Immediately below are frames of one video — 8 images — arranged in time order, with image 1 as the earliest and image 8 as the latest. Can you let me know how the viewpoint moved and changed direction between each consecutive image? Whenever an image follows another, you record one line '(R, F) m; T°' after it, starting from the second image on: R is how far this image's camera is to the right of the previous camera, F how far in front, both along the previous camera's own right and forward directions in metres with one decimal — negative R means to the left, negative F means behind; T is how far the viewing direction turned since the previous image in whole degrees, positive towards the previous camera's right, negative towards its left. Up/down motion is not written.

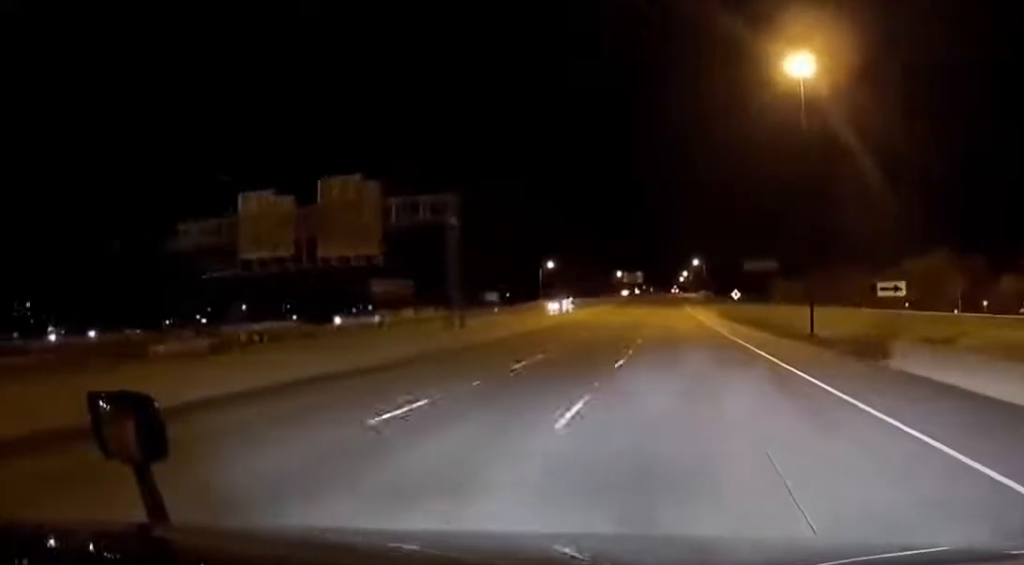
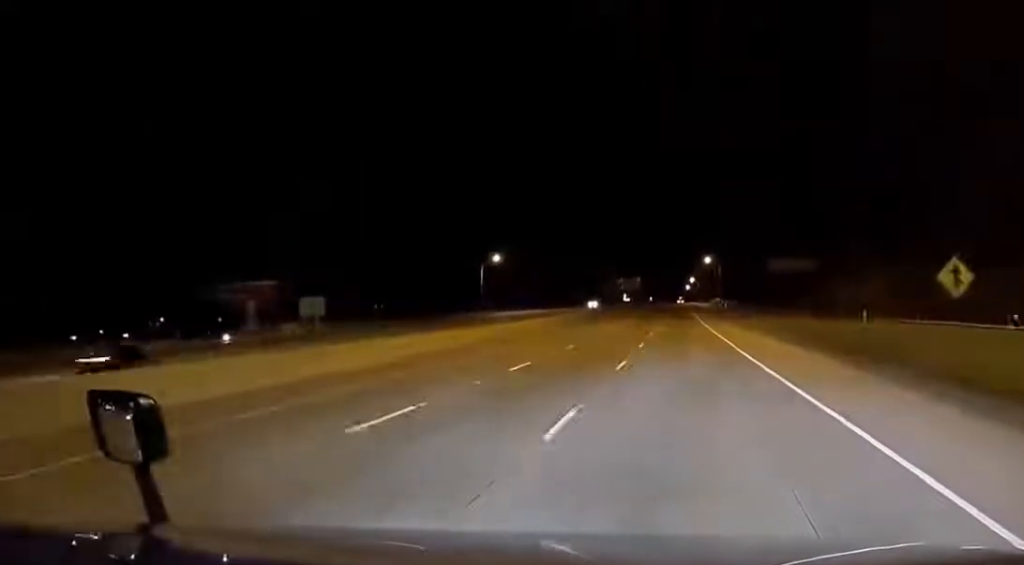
(+1.5, +74.6) m; +1°
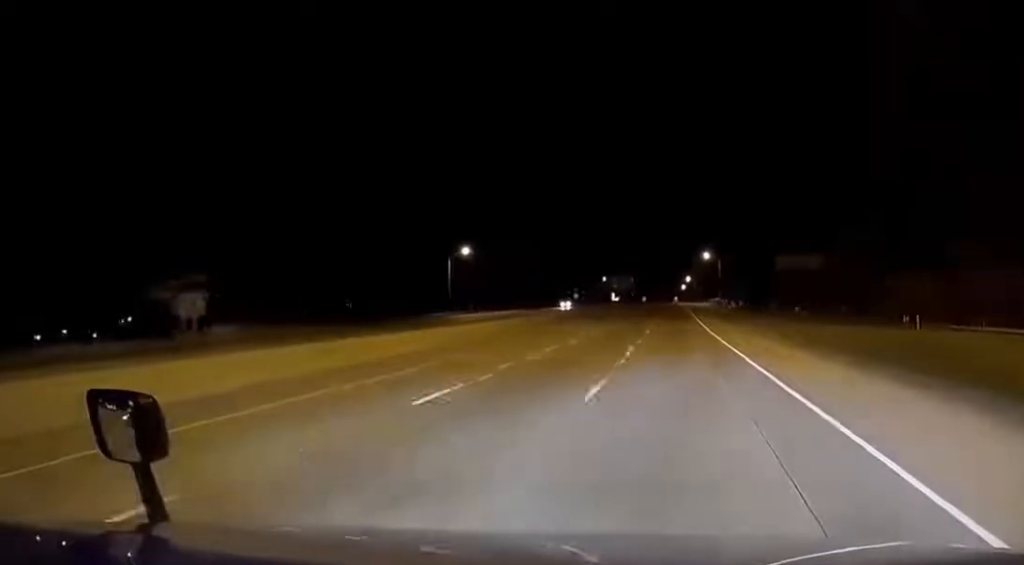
(-0.2, +20.3) m; -1°
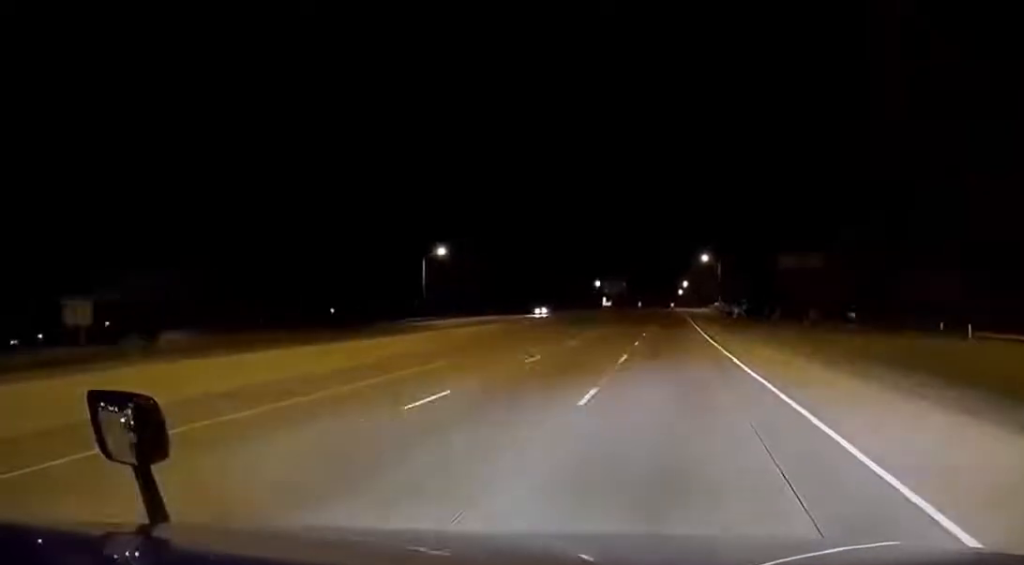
(-0.4, +12.7) m; 0°
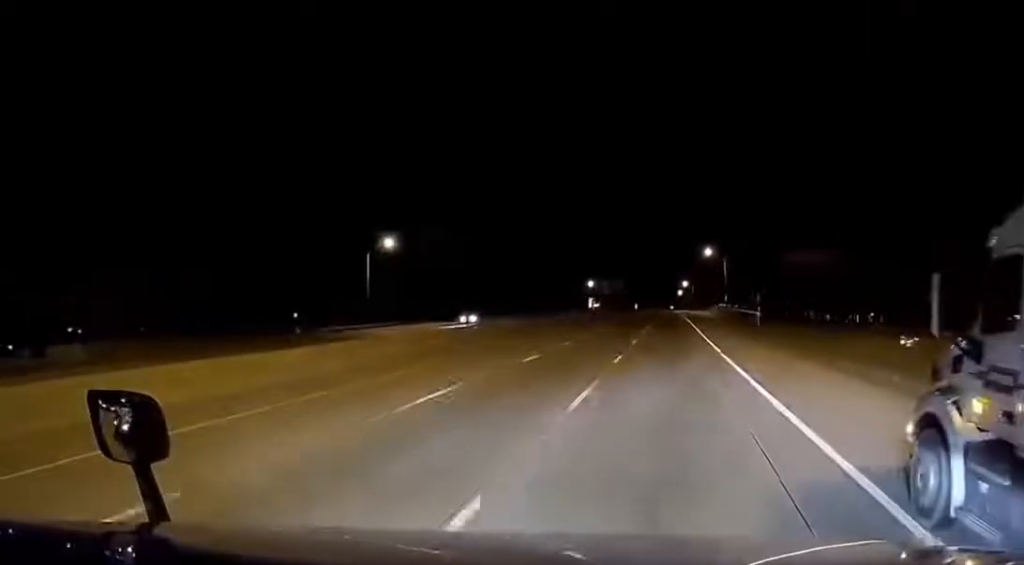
(+0.5, +23.5) m; +1°
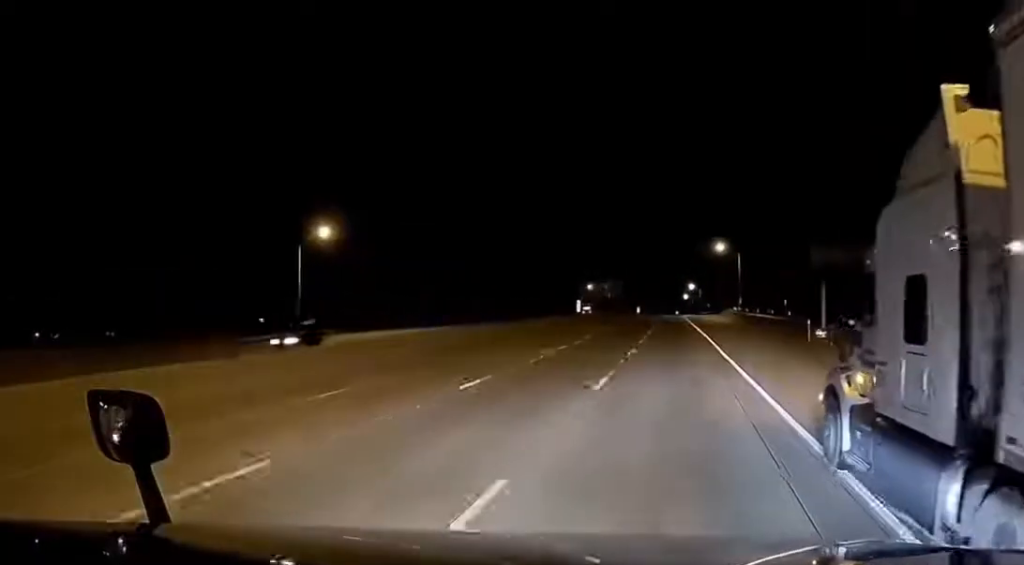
(+0.1, +21.6) m; -1°
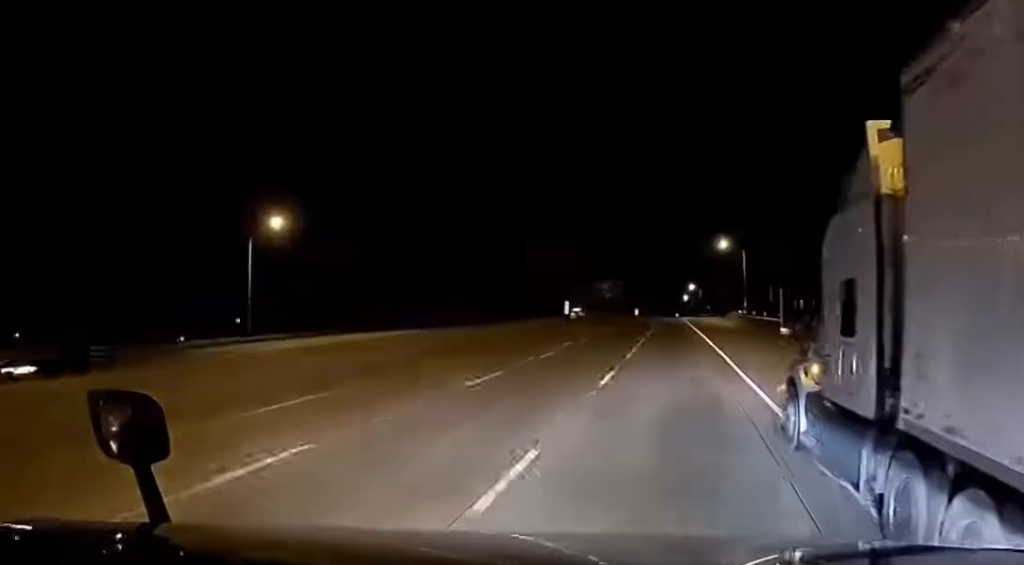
(+0.1, +10.7) m; -1°
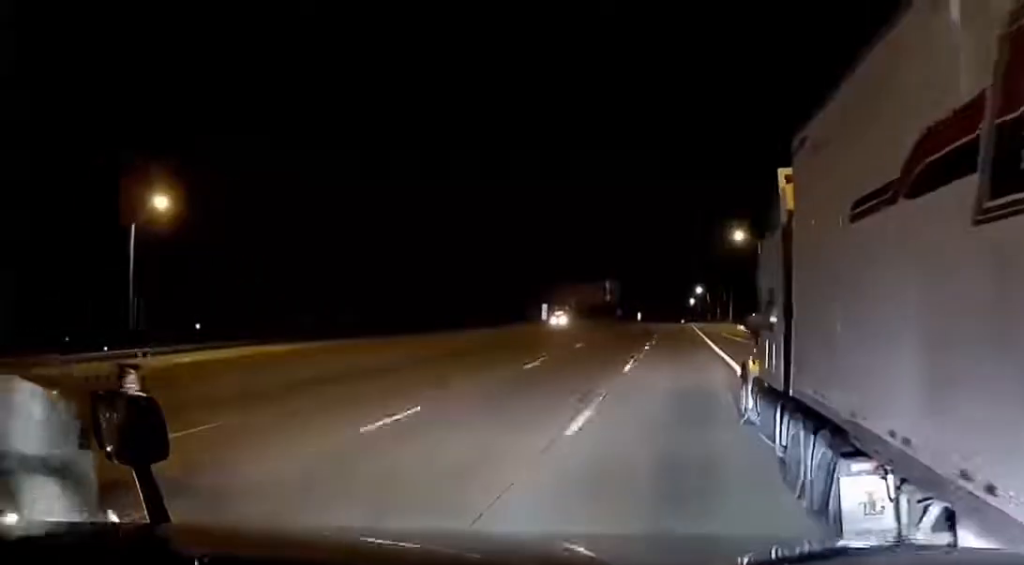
(-0.5, +19.6) m; -1°
